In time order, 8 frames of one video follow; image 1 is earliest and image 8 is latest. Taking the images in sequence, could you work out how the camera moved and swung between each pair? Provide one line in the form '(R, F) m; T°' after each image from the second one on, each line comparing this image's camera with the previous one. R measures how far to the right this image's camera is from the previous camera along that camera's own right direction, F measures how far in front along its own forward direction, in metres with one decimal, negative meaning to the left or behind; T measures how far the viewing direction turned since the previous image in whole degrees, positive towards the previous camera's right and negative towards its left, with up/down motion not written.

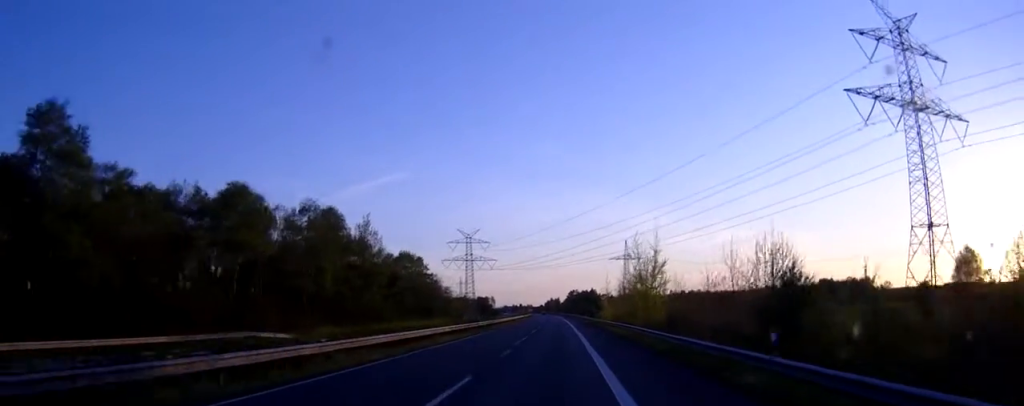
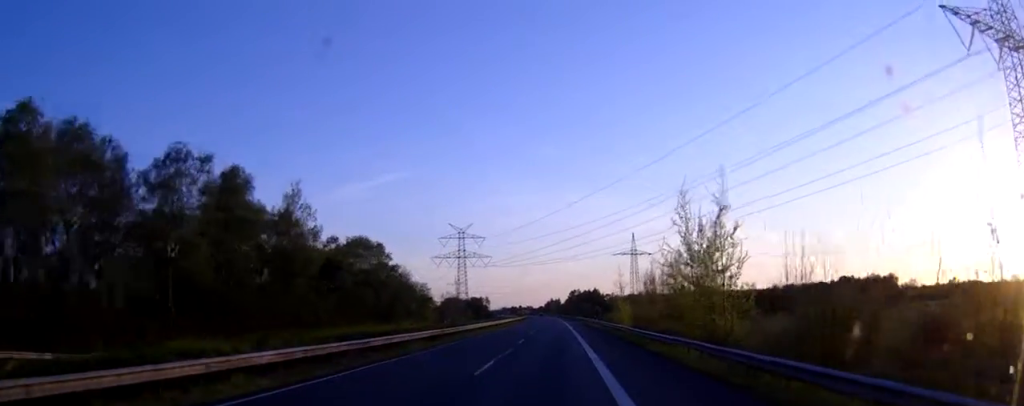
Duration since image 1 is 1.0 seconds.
(0.0, +29.1) m; 0°
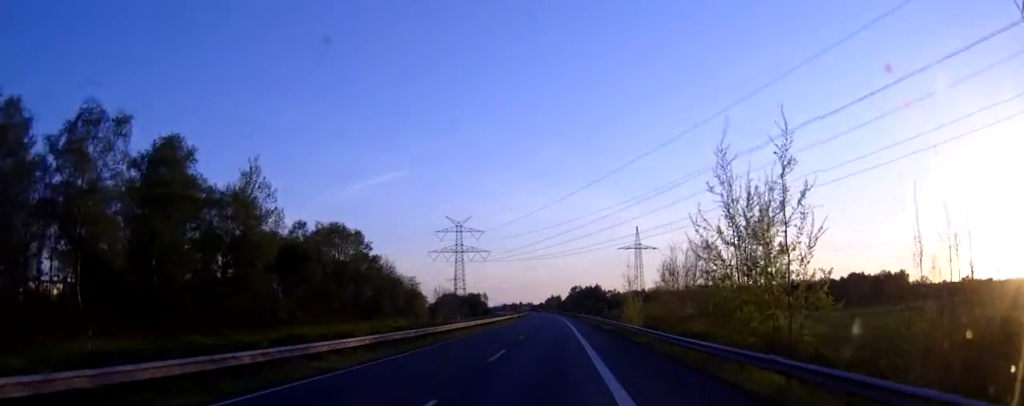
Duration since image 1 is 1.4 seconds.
(0.0, +11.6) m; 0°
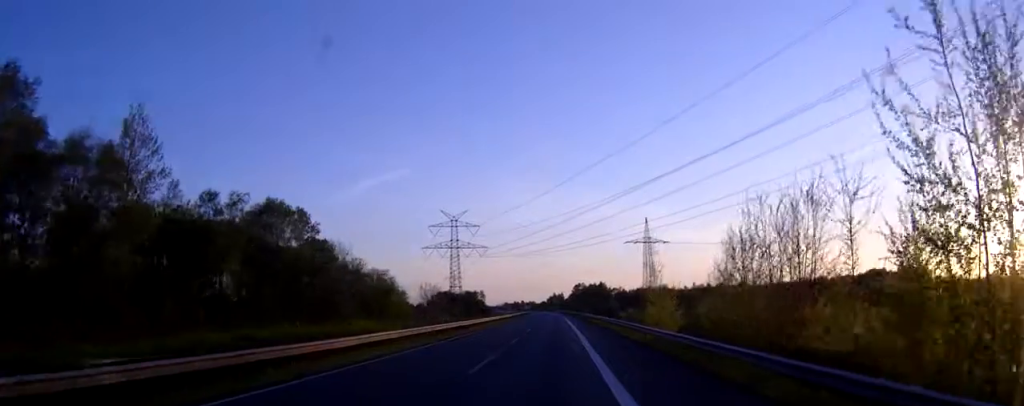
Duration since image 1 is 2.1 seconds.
(0.0, +21.3) m; 0°
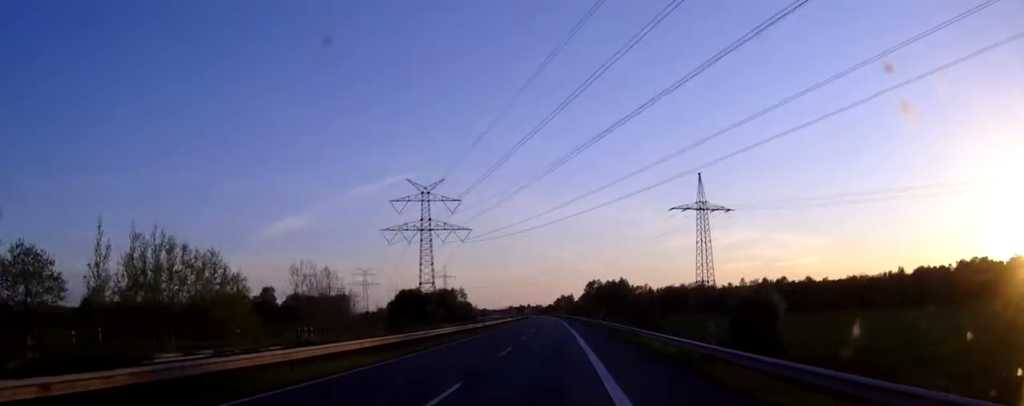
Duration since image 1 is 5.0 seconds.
(-0.6, +82.3) m; -1°
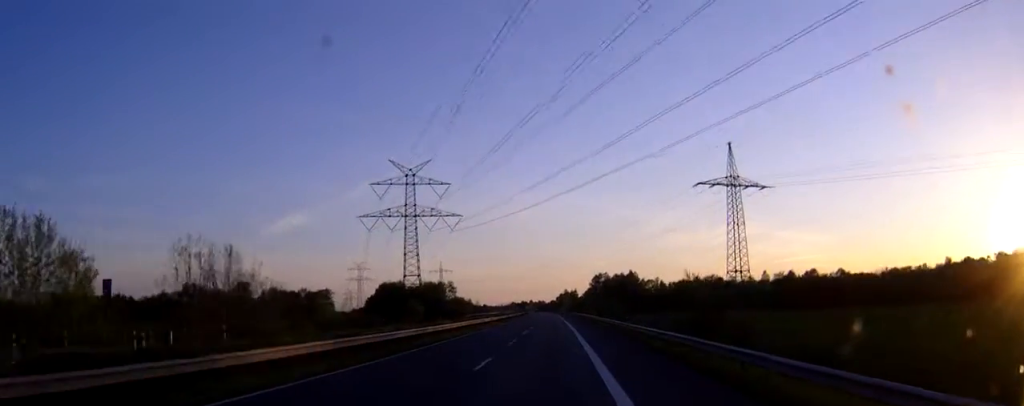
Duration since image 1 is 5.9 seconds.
(0.0, +27.3) m; 0°
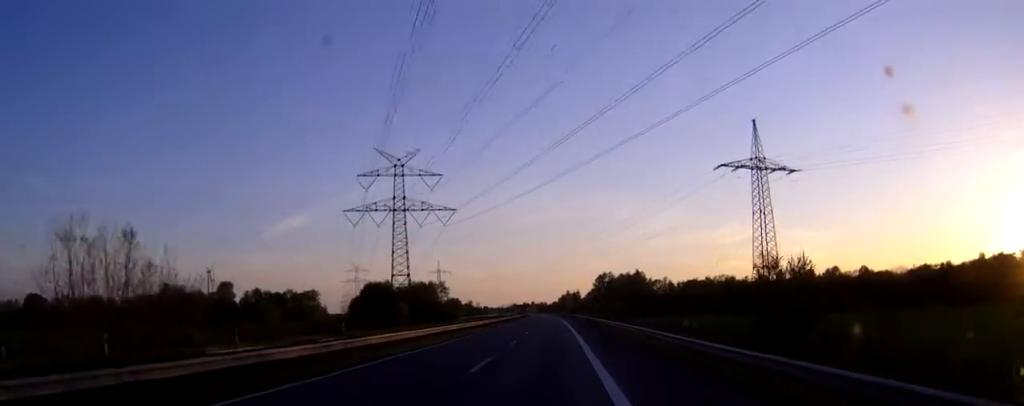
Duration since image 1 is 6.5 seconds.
(0.0, +16.5) m; 0°
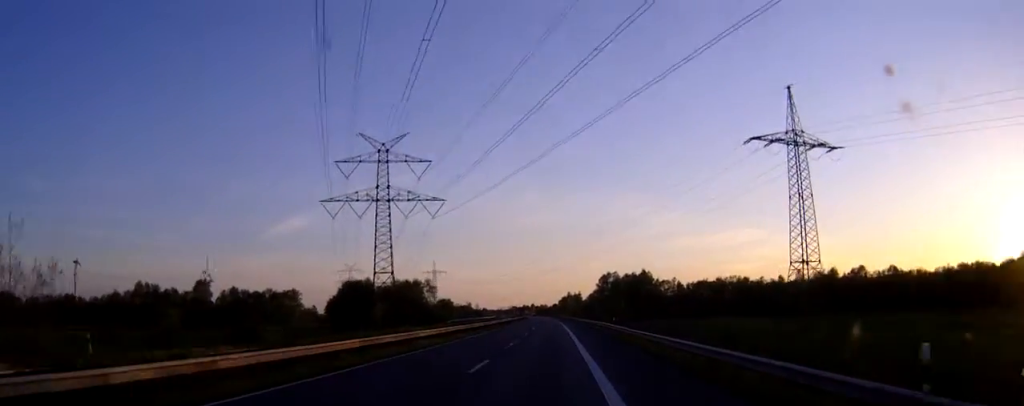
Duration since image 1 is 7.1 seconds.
(-0.1, +18.4) m; 0°
